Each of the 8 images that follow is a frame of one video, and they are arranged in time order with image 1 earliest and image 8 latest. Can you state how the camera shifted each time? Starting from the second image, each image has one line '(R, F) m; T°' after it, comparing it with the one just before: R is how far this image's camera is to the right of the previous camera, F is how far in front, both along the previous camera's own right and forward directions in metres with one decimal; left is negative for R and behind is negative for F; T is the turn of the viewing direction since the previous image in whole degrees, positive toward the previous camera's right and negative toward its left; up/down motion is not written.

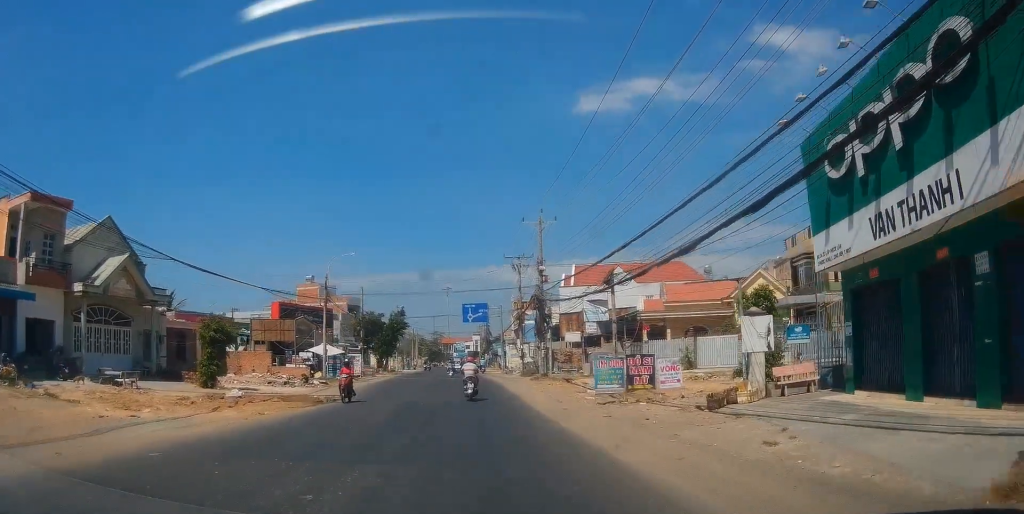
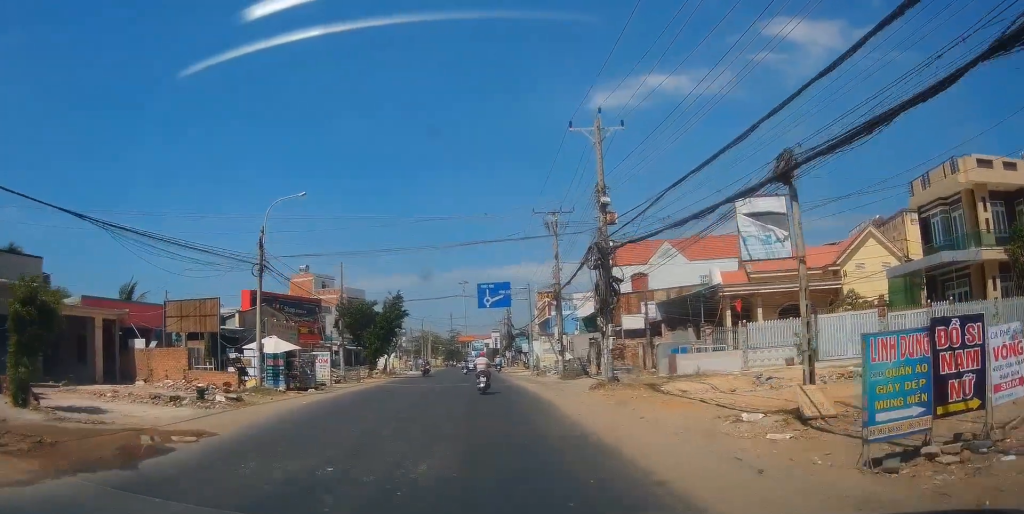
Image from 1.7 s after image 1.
(-0.3, +16.3) m; -1°
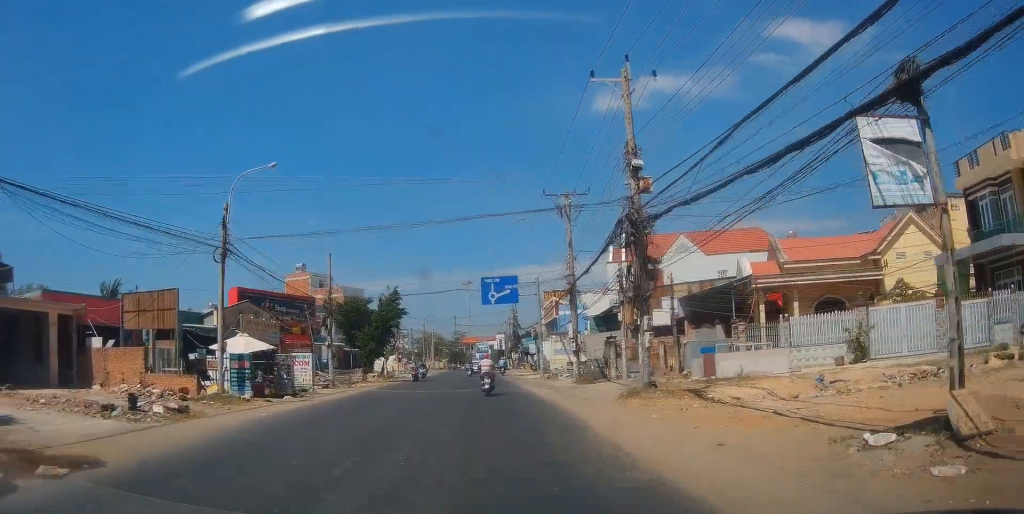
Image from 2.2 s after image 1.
(+0.2, +4.7) m; -1°
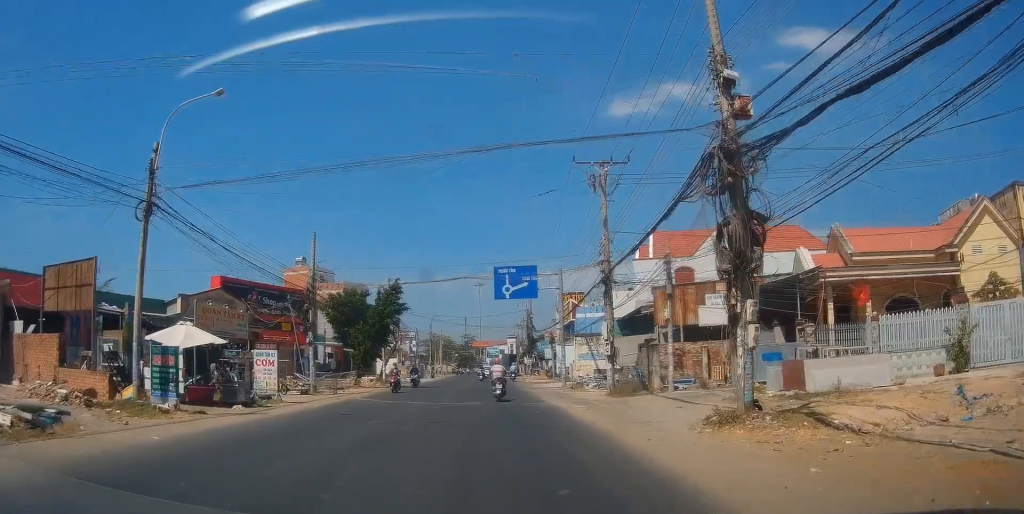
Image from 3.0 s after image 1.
(-0.3, +6.8) m; 0°
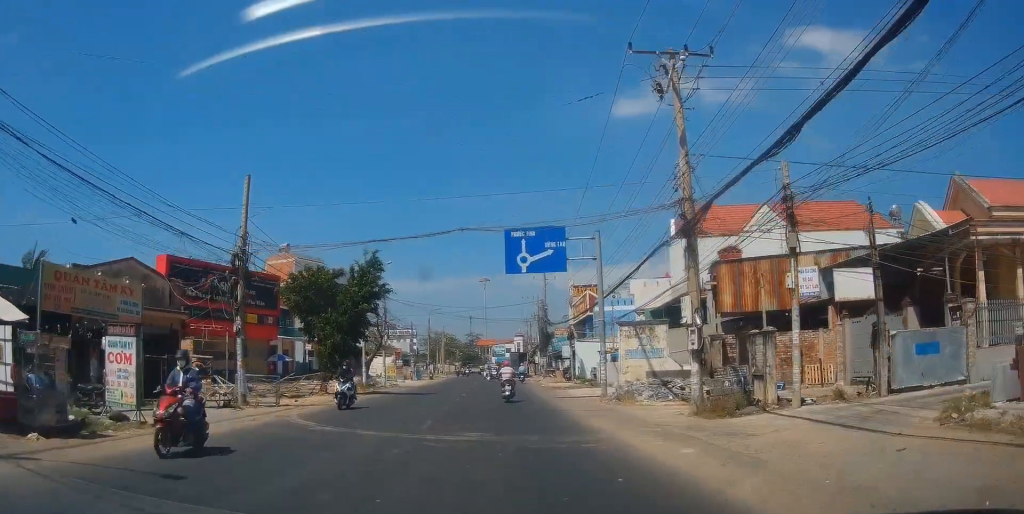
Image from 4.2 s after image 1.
(+0.2, +11.1) m; +1°
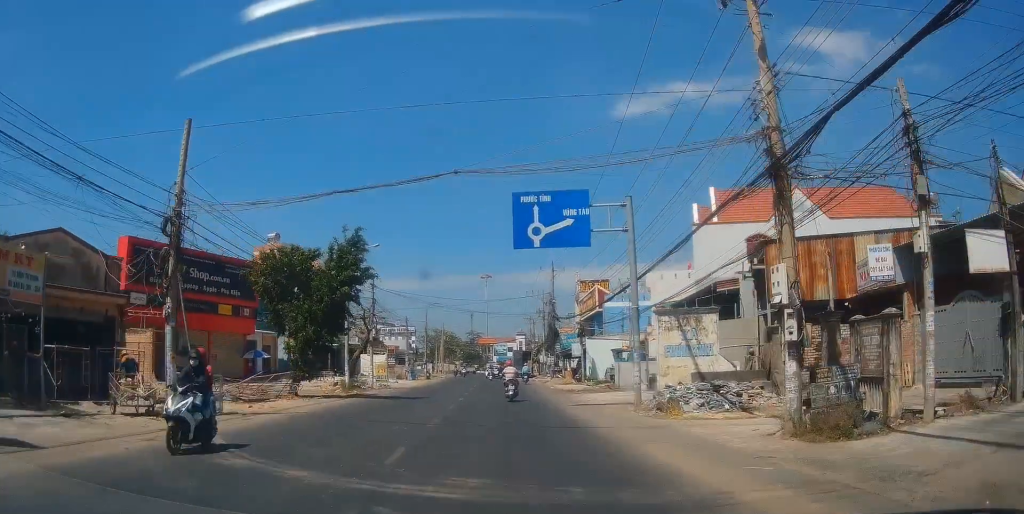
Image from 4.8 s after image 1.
(-0.1, +5.9) m; -1°
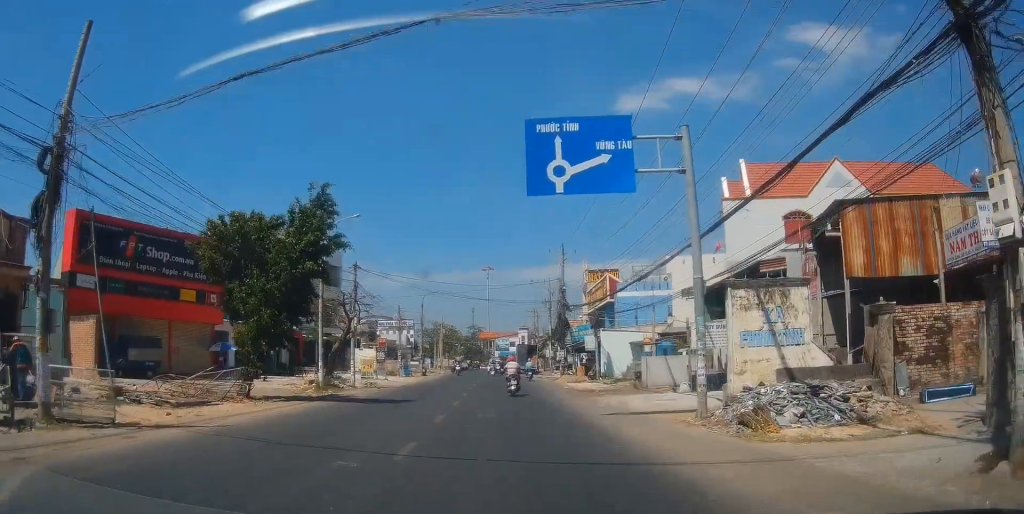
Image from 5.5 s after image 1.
(-0.2, +6.5) m; -2°
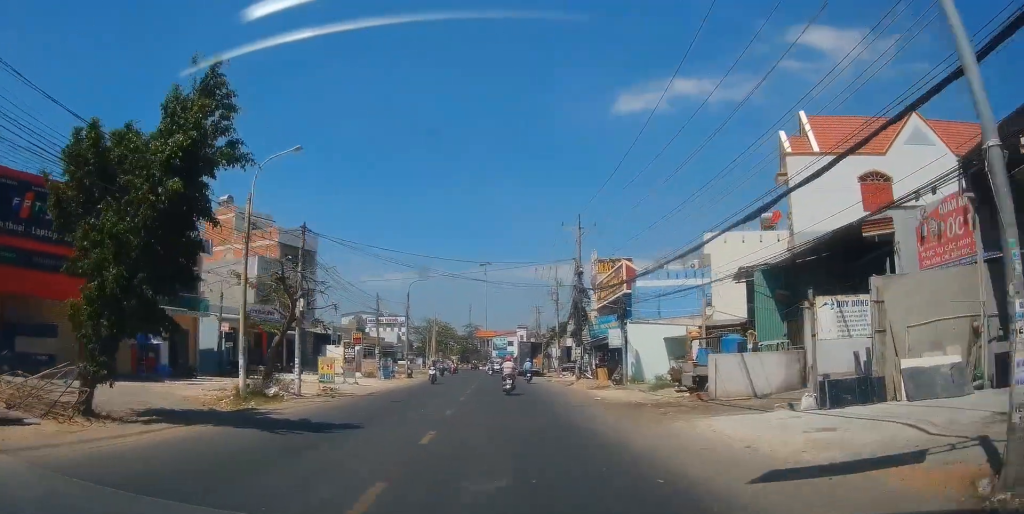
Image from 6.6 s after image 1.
(-0.1, +10.1) m; -1°
